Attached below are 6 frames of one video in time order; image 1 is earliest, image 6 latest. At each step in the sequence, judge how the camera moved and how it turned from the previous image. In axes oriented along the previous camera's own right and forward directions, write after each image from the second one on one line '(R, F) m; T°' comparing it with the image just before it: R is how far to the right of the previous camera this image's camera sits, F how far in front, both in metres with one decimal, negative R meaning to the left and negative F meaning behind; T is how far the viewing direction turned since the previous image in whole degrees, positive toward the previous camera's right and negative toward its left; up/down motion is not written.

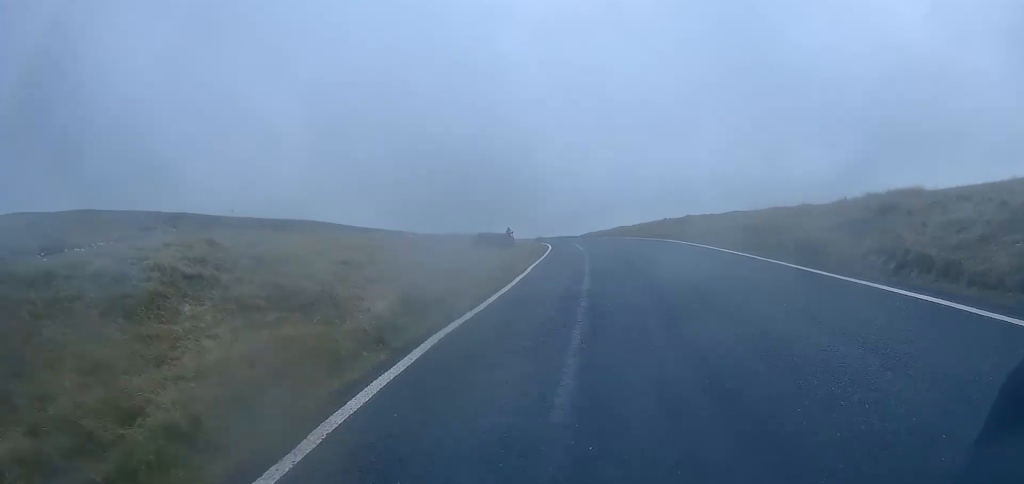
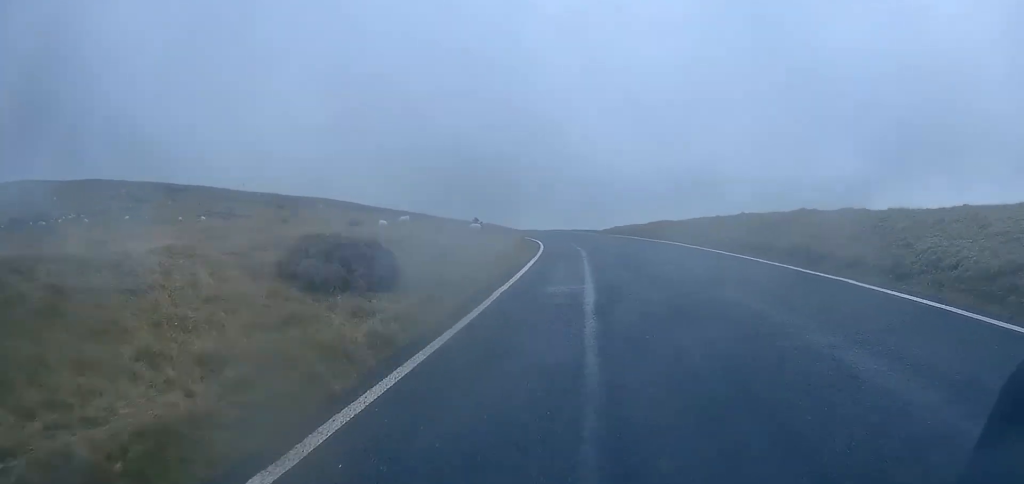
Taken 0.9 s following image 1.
(-0.1, +15.5) m; -1°
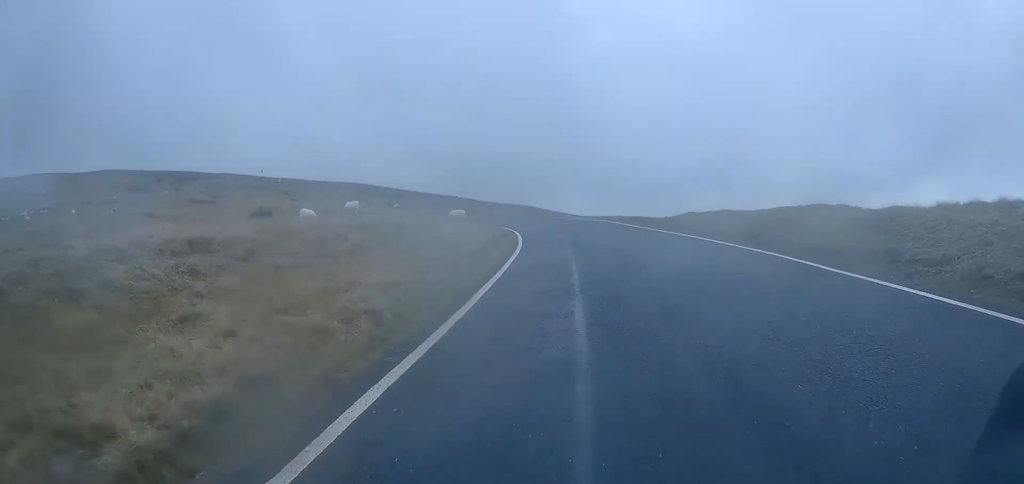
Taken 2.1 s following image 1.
(-0.5, +20.4) m; -3°
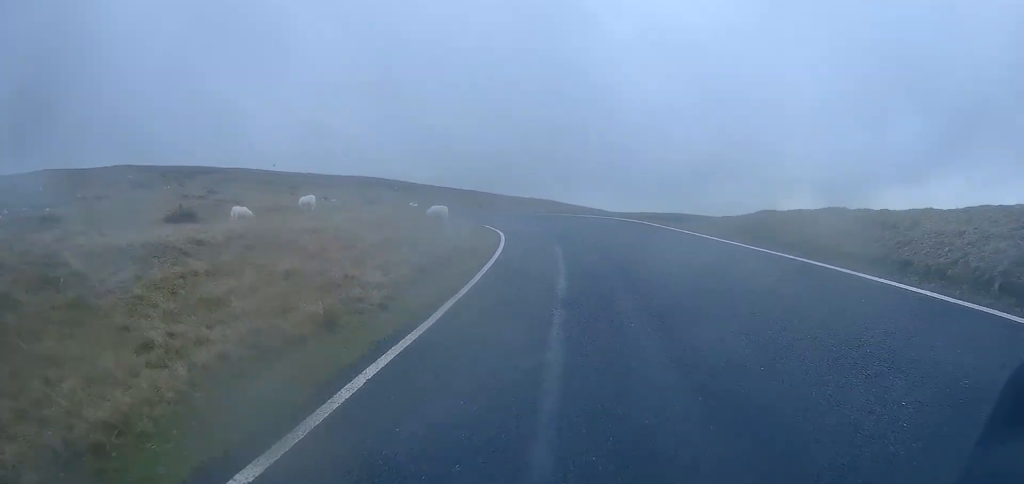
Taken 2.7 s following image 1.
(-0.1, +8.8) m; -2°
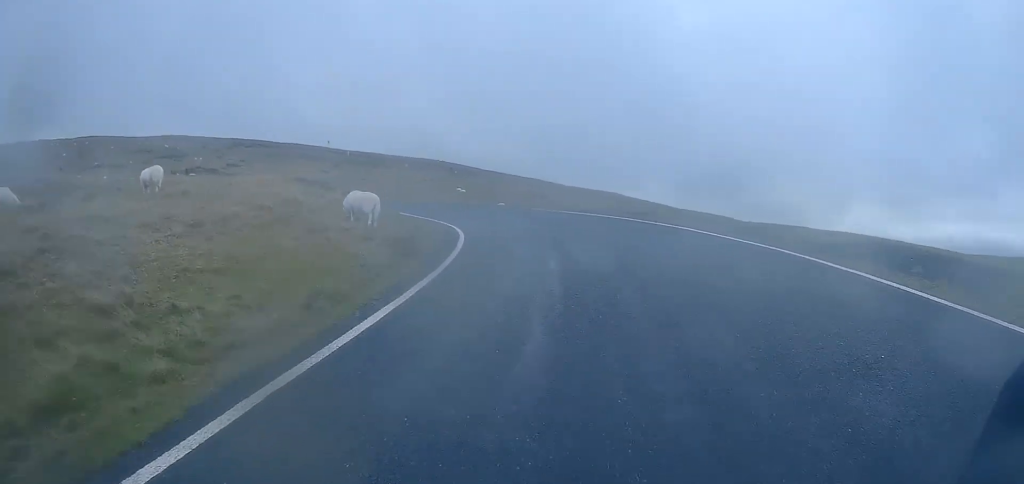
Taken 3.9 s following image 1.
(-0.7, +16.1) m; -5°
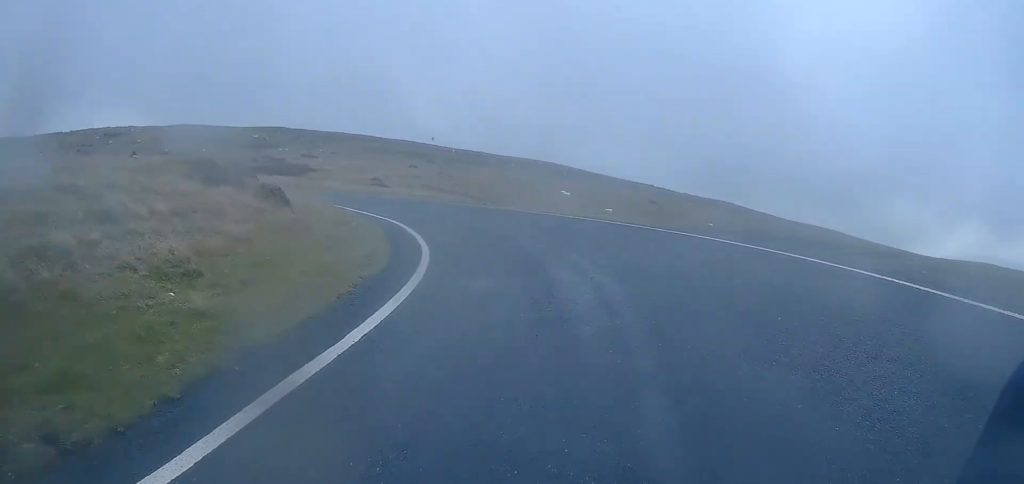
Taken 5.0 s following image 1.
(-0.6, +12.9) m; -9°
